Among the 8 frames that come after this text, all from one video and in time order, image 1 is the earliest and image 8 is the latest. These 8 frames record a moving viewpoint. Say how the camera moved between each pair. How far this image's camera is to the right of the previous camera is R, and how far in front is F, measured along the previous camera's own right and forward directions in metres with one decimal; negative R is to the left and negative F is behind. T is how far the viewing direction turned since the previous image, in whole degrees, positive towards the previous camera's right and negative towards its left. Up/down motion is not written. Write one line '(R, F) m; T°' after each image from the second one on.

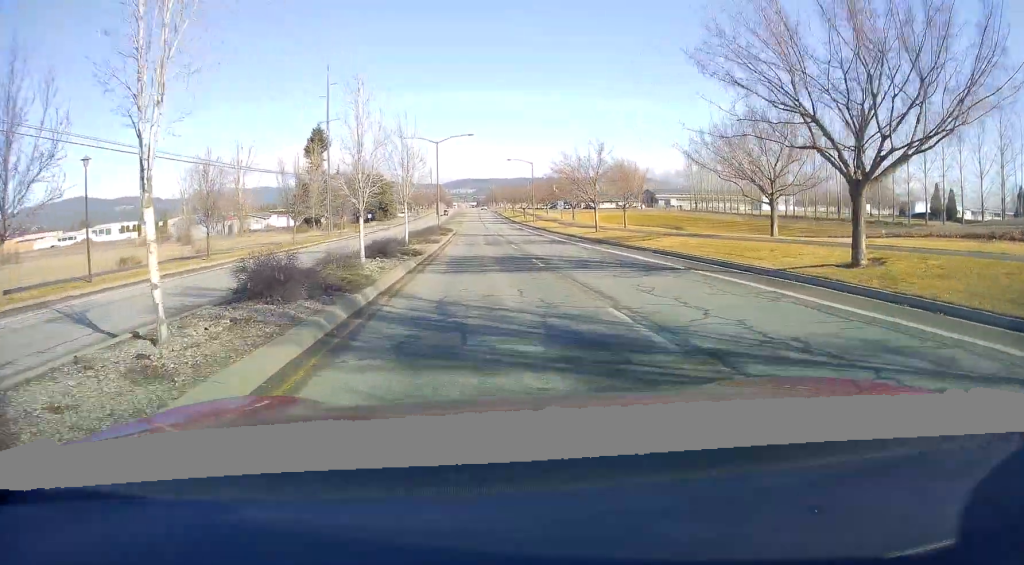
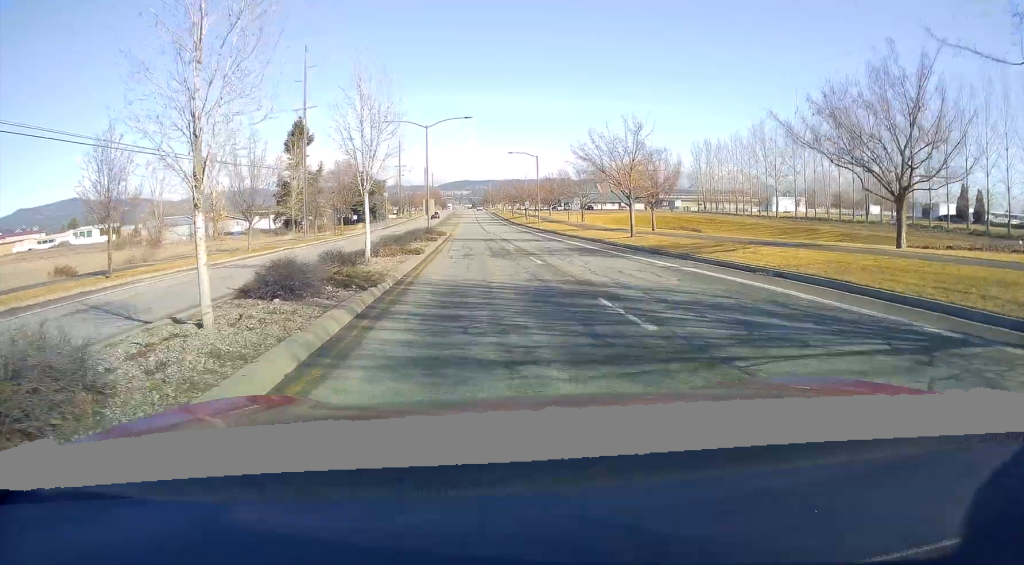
(+0.2, +11.2) m; +1°
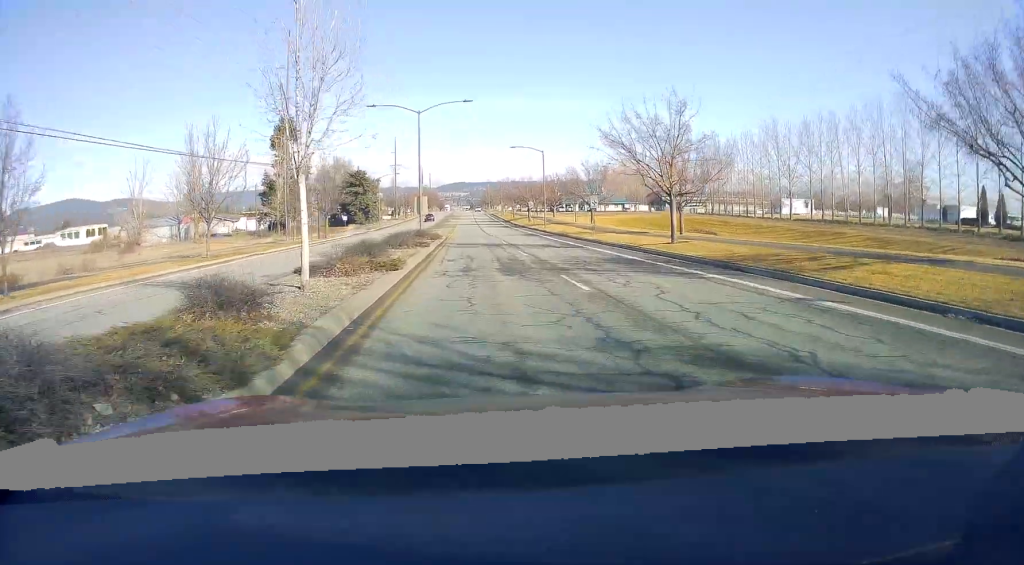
(0.0, +7.7) m; 0°
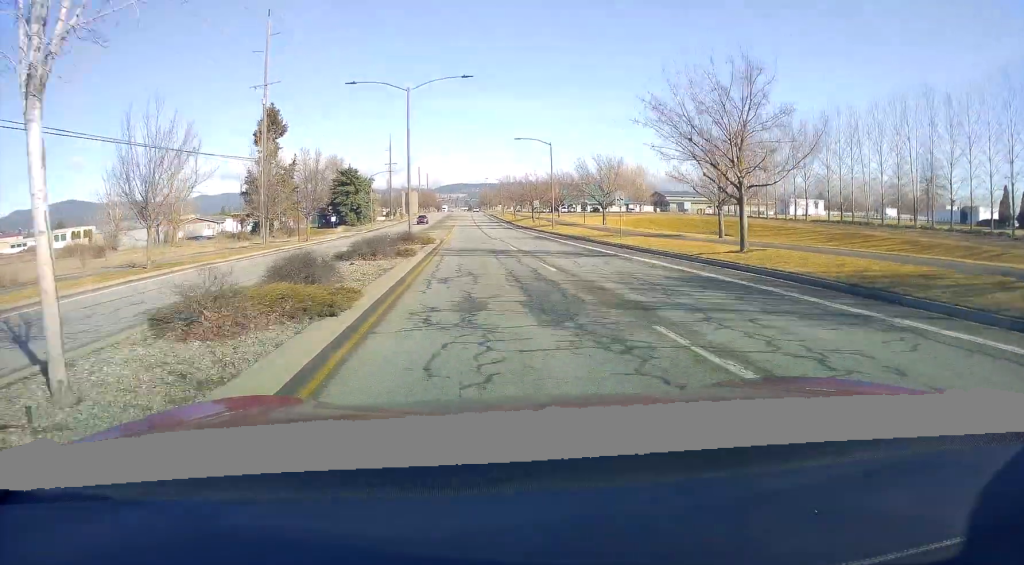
(0.0, +8.0) m; -1°
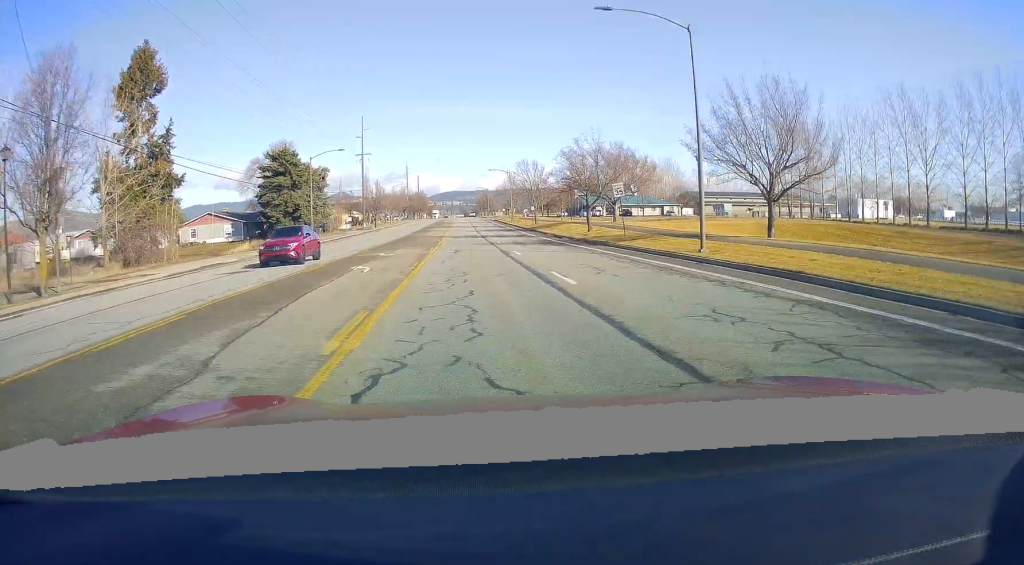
(+0.3, +41.5) m; +2°
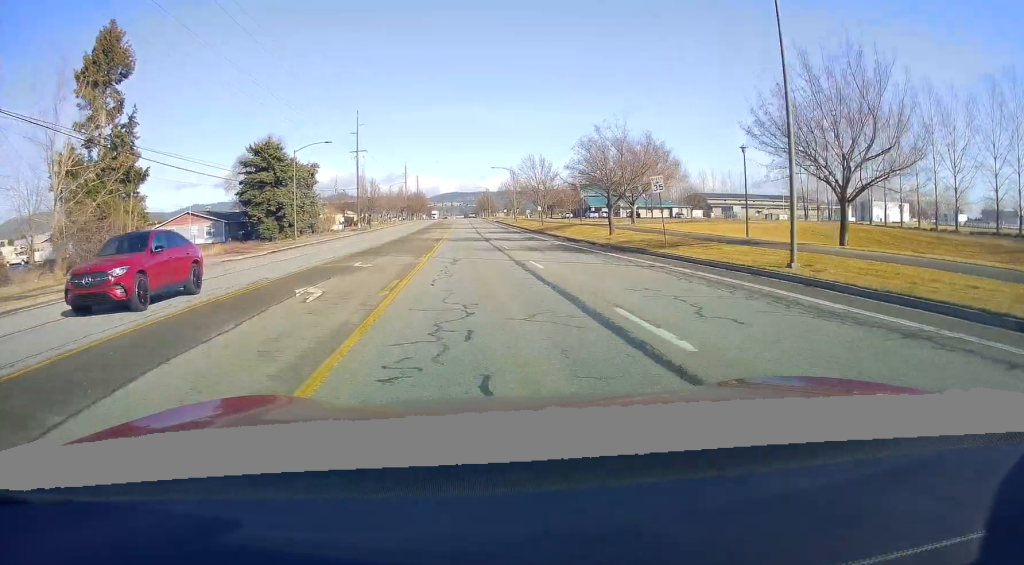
(-0.1, +7.3) m; 0°
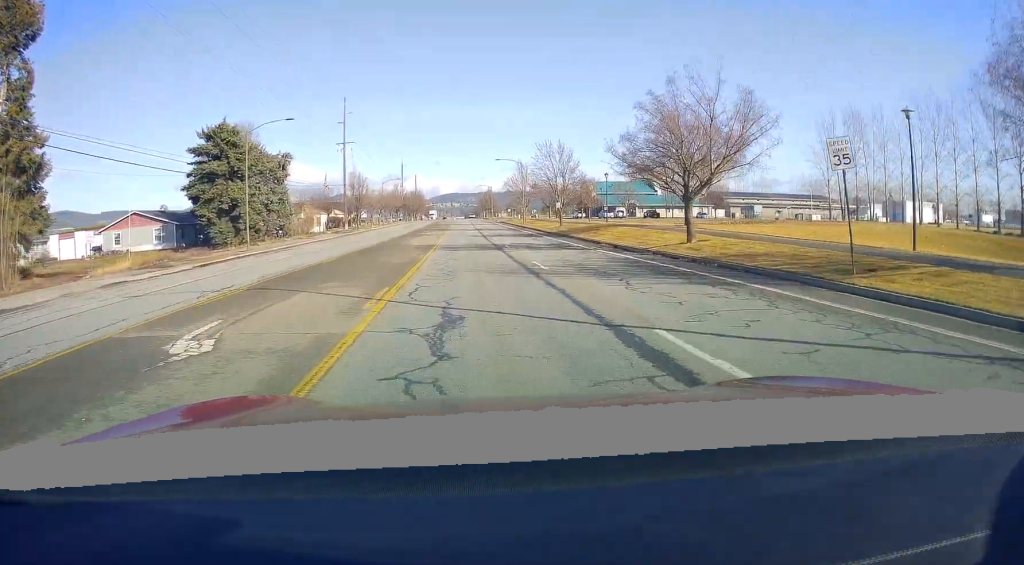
(-0.2, +14.0) m; -1°
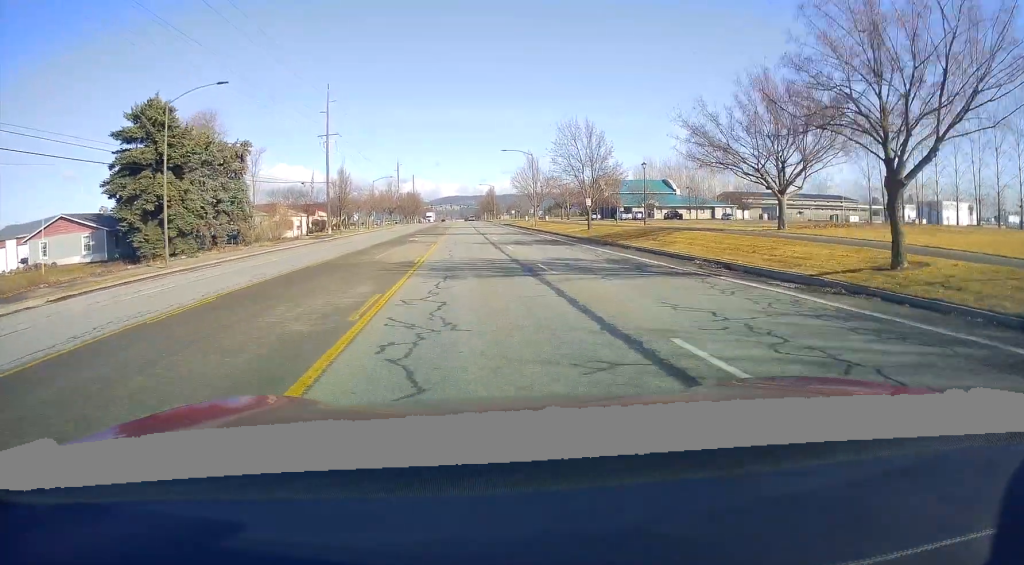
(0.0, +13.6) m; 0°
